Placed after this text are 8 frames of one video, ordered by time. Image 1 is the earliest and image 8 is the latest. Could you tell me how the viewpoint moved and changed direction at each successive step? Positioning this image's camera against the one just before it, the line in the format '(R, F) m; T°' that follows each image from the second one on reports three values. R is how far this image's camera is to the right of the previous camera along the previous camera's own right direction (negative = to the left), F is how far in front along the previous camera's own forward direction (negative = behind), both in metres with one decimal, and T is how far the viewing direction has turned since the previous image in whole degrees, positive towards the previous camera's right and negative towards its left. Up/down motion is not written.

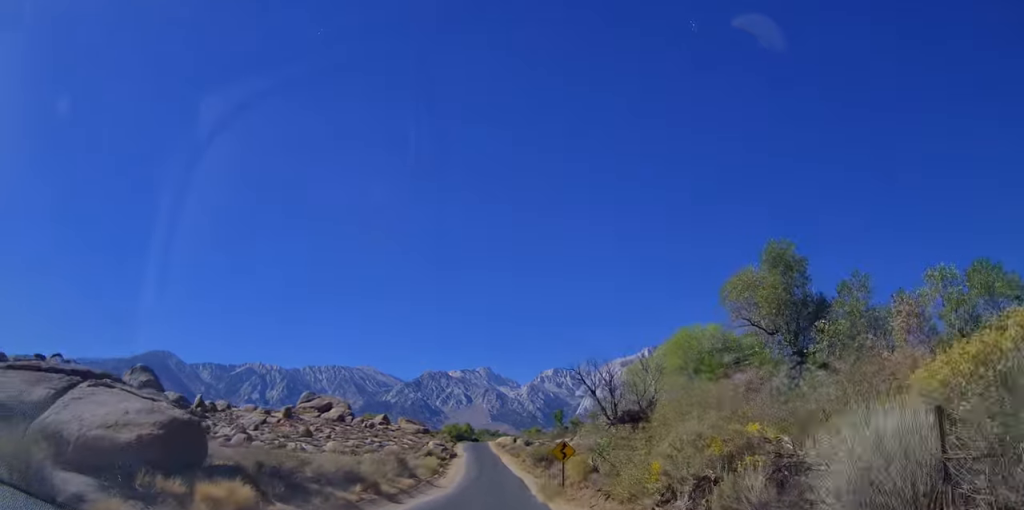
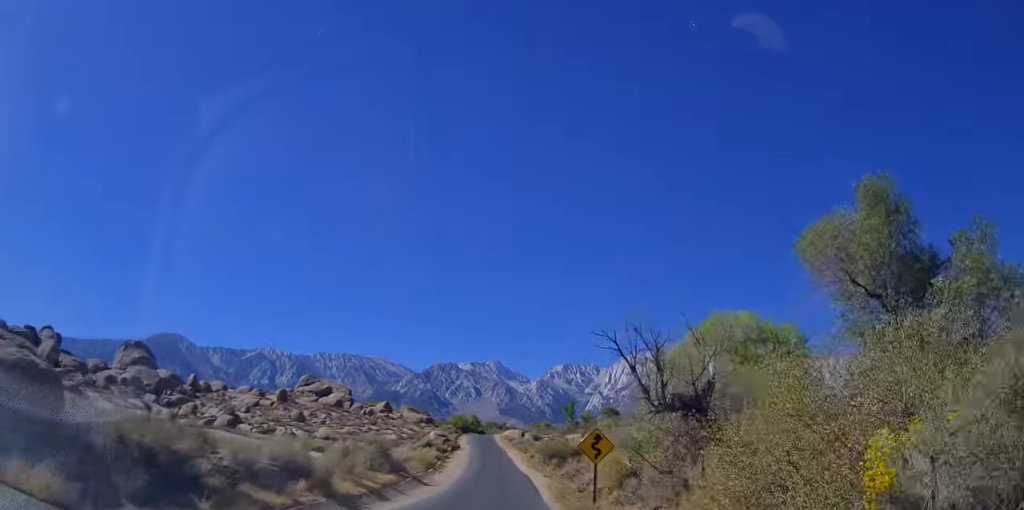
(+0.5, +6.1) m; -3°
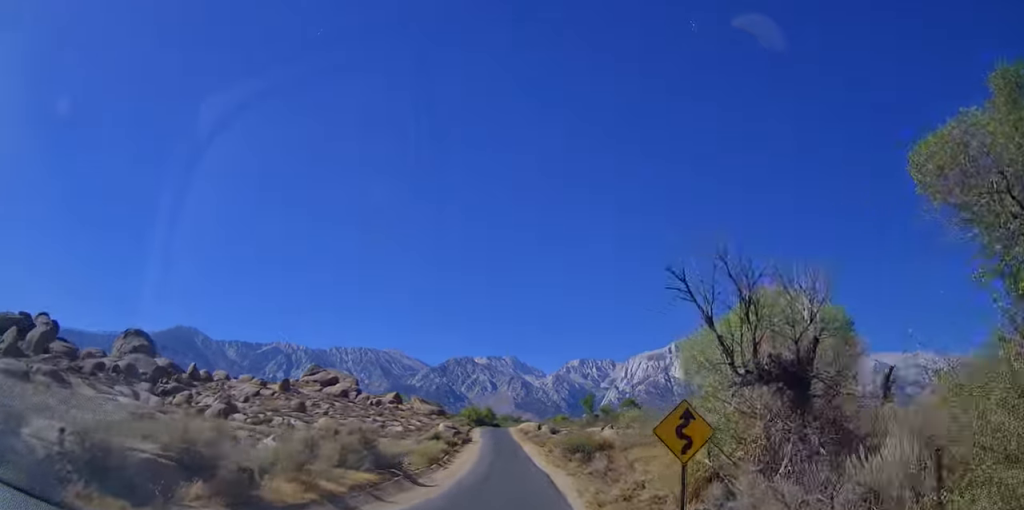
(-0.2, +5.5) m; -2°
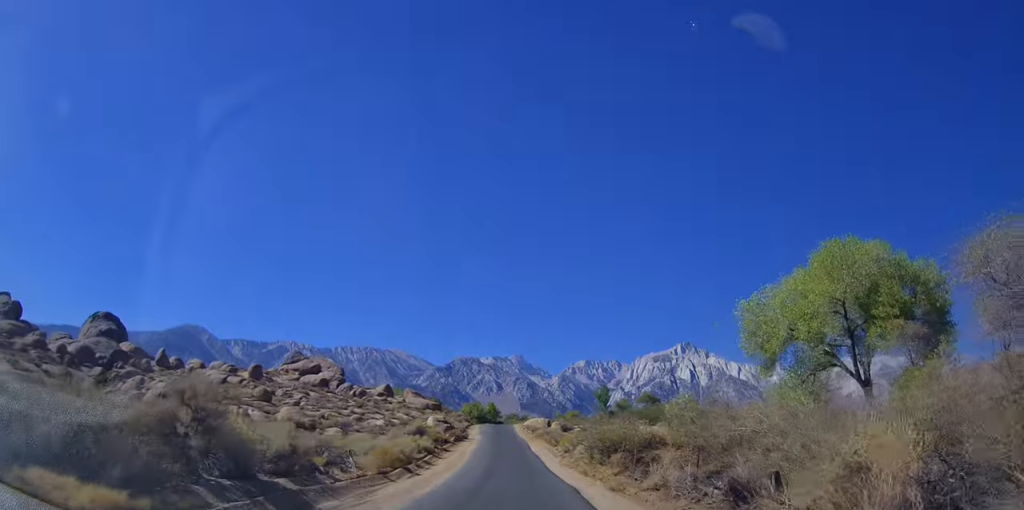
(-0.5, +11.9) m; 0°
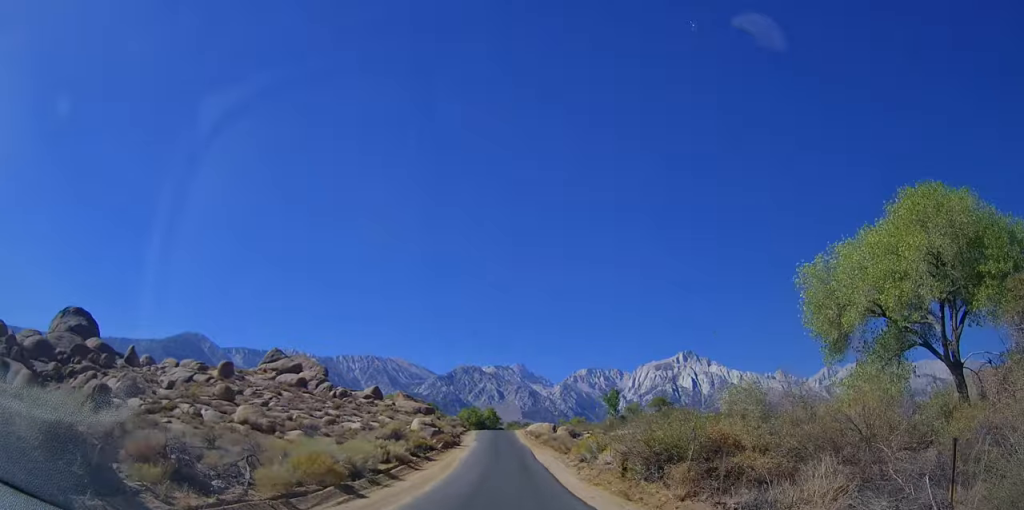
(+0.3, +8.6) m; 0°
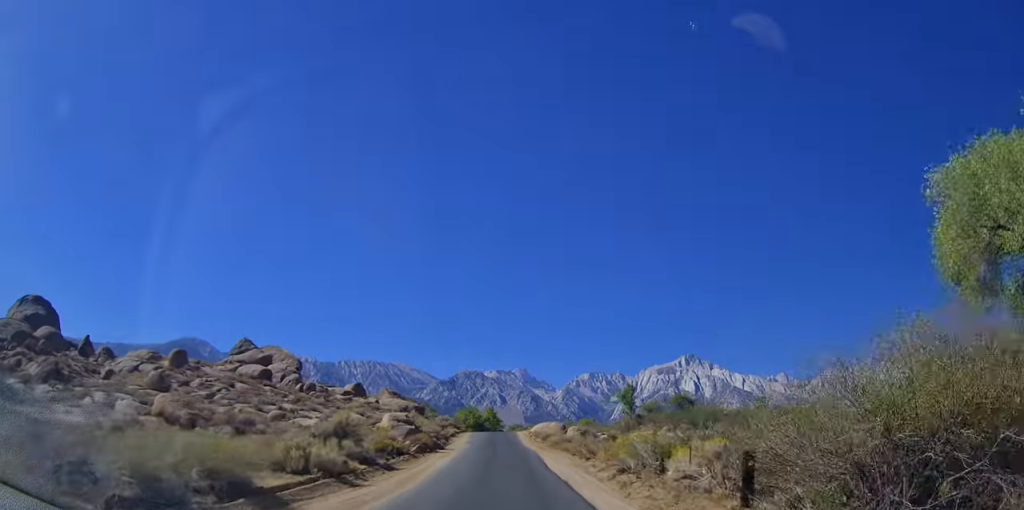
(-0.3, +11.0) m; -3°
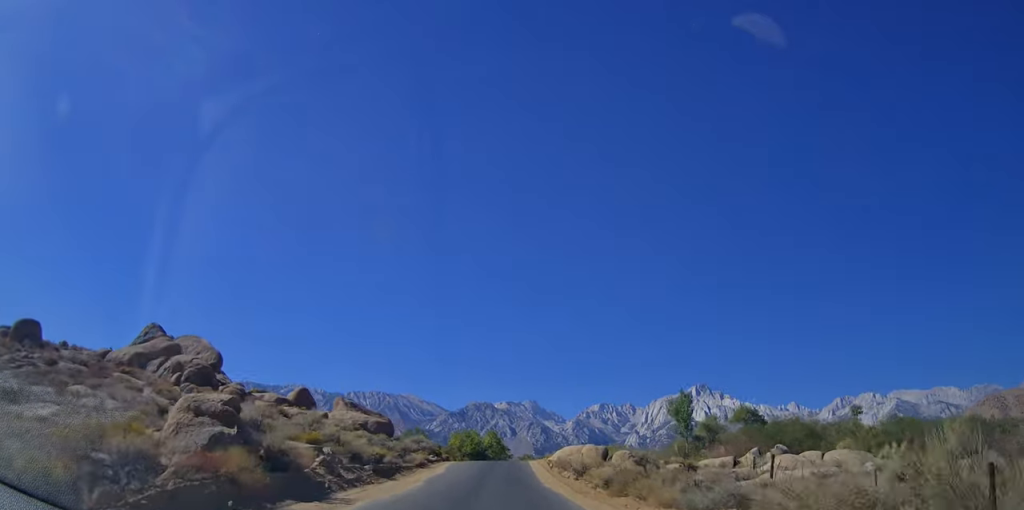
(-0.7, +23.4) m; 0°
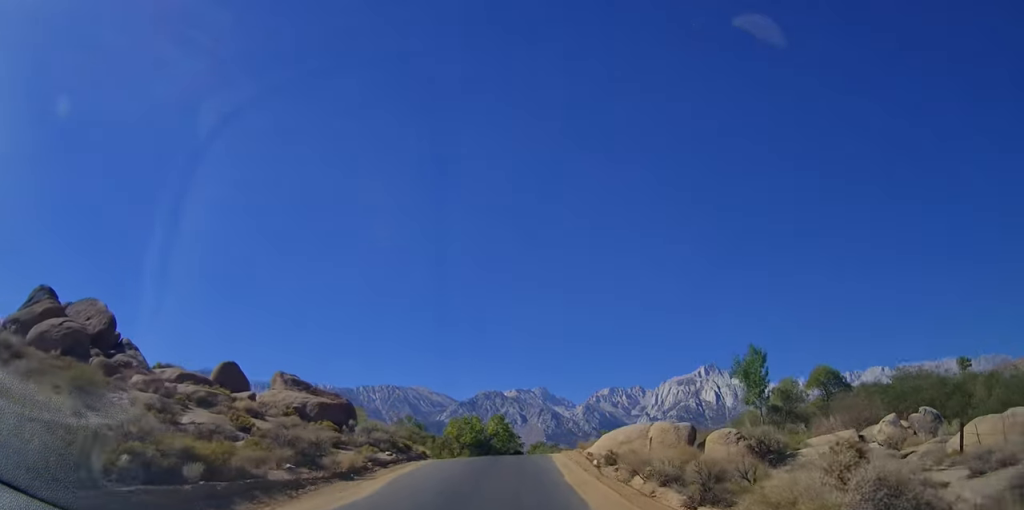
(+0.4, +17.2) m; 0°
